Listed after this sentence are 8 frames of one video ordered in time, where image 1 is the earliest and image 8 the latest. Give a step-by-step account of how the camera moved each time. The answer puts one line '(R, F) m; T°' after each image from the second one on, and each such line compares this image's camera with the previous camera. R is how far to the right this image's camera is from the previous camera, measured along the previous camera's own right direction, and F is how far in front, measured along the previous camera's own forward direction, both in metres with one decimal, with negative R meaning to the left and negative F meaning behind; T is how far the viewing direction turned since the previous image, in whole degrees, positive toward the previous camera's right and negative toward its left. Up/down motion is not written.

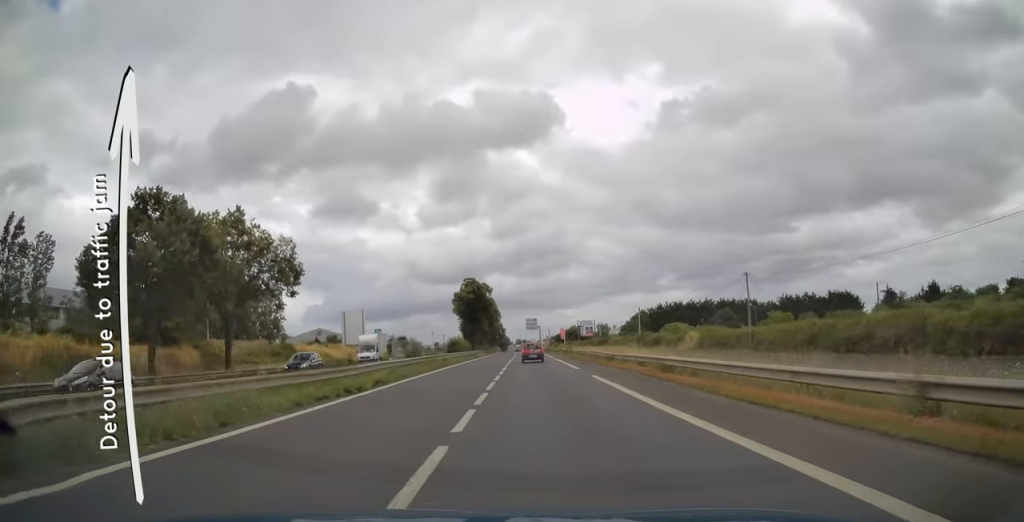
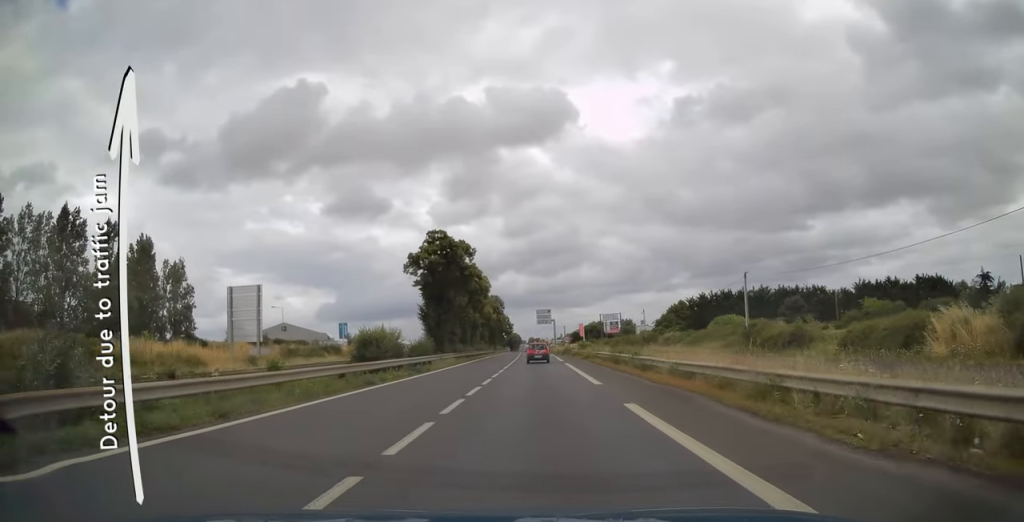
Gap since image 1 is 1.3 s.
(+0.2, +37.1) m; -1°
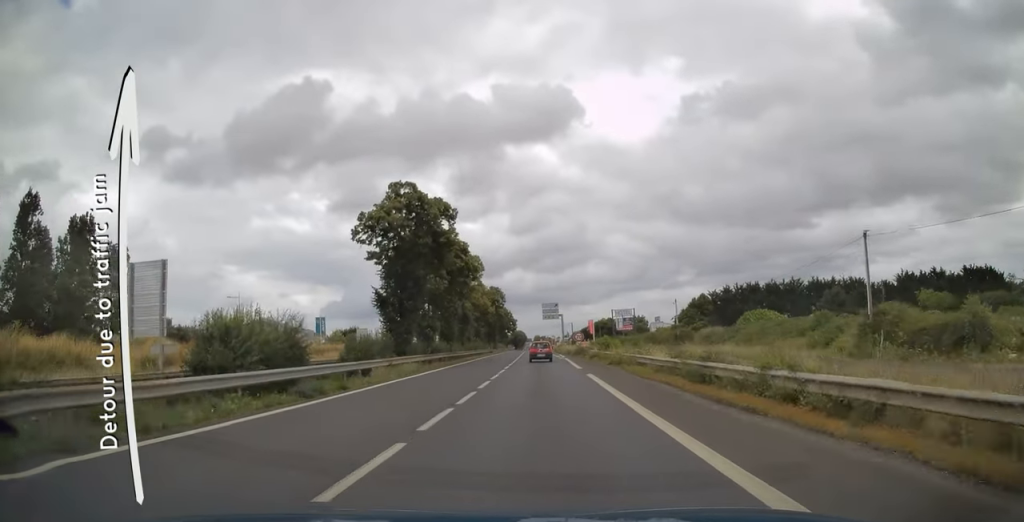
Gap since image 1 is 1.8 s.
(-0.1, +15.6) m; -1°
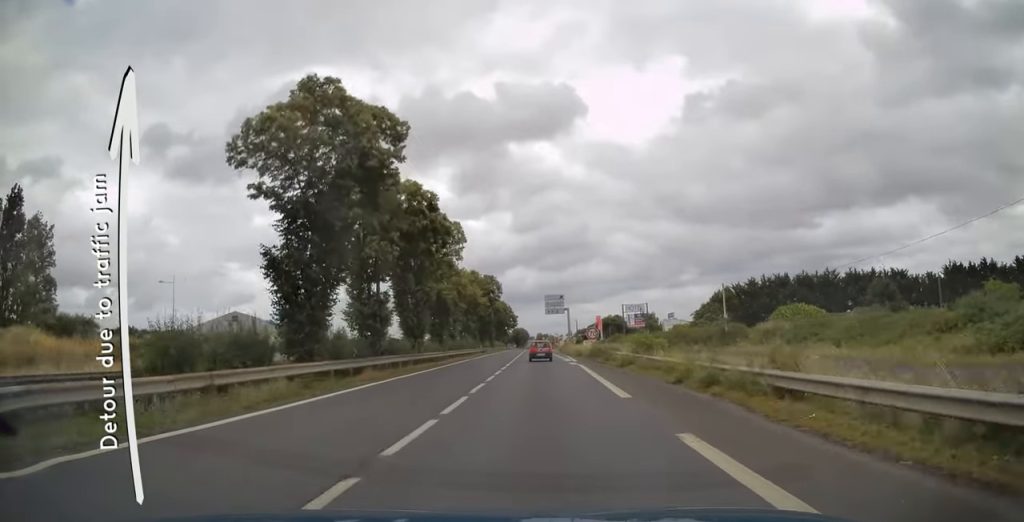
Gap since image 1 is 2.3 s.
(-0.3, +15.7) m; -1°
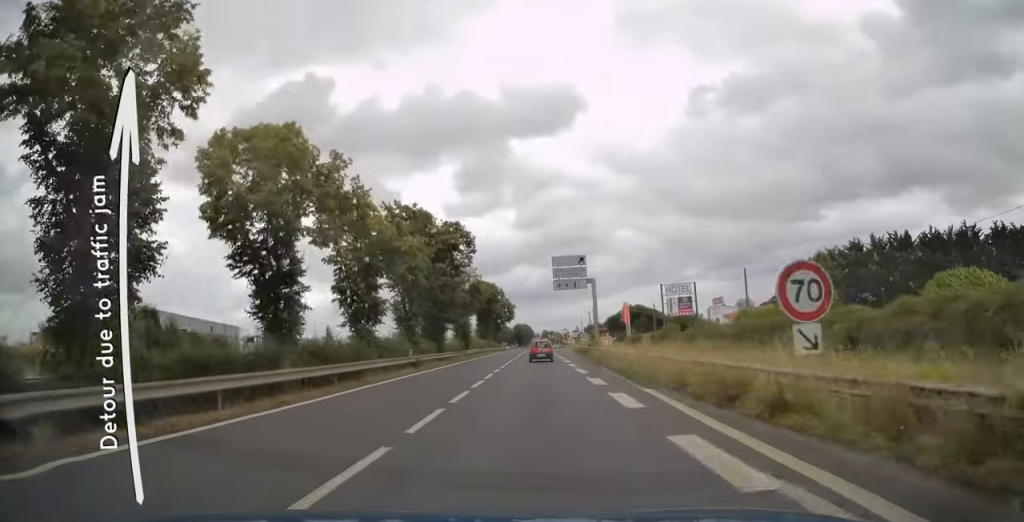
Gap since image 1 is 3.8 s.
(-0.2, +42.1) m; 0°
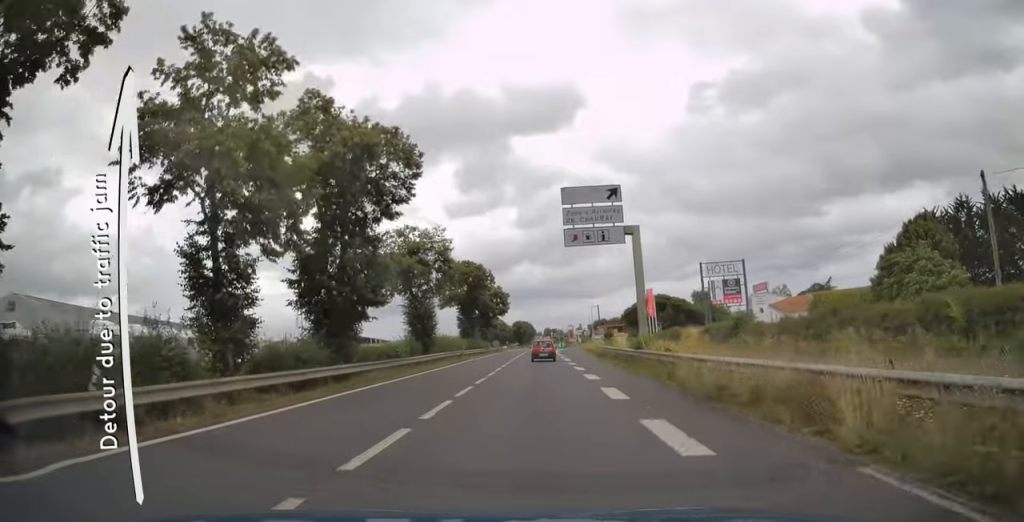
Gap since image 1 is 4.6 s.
(0.0, +24.9) m; 0°
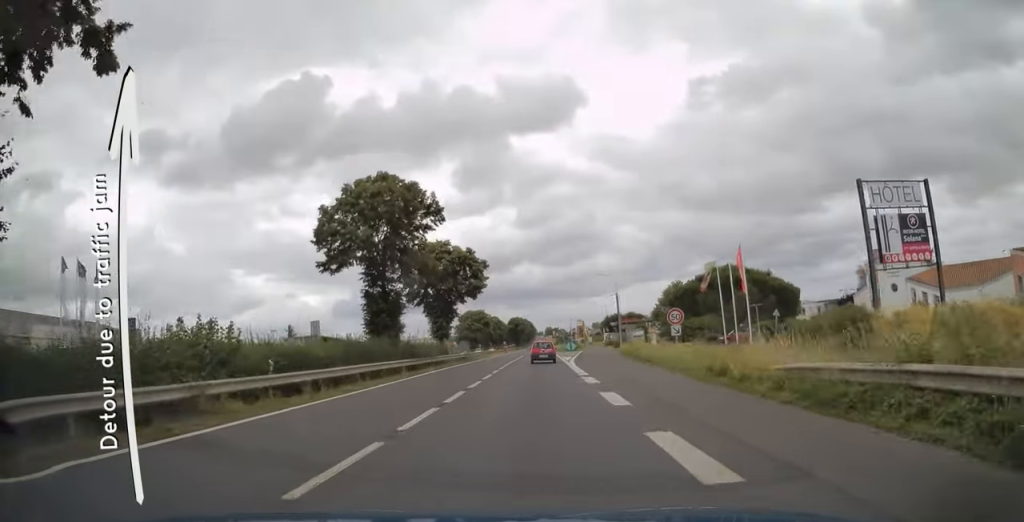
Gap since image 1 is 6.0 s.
(-0.1, +41.0) m; 0°
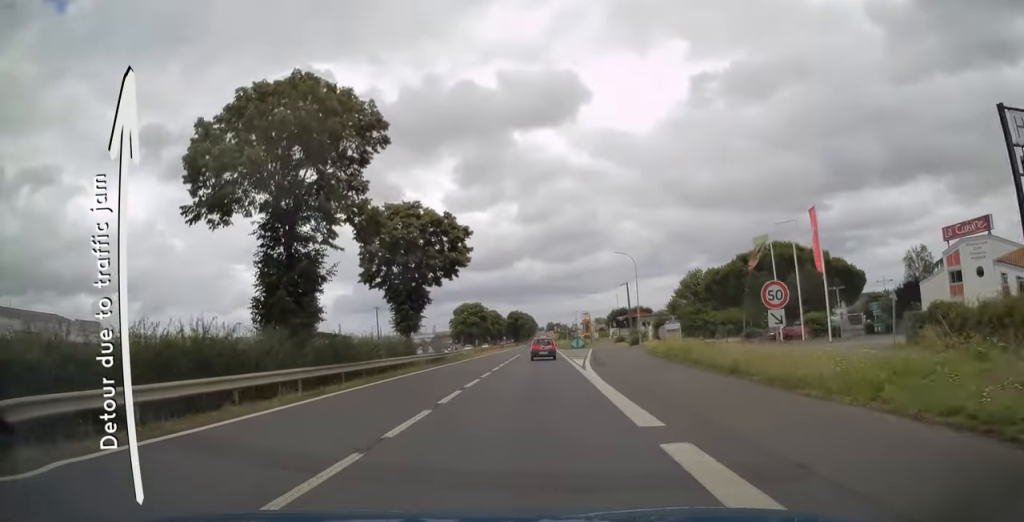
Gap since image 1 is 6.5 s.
(0.0, +14.3) m; 0°
